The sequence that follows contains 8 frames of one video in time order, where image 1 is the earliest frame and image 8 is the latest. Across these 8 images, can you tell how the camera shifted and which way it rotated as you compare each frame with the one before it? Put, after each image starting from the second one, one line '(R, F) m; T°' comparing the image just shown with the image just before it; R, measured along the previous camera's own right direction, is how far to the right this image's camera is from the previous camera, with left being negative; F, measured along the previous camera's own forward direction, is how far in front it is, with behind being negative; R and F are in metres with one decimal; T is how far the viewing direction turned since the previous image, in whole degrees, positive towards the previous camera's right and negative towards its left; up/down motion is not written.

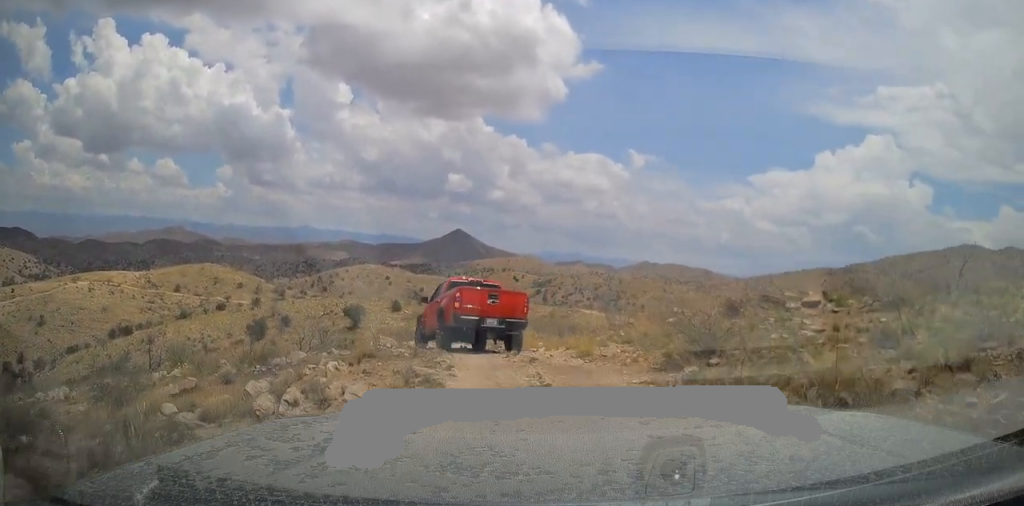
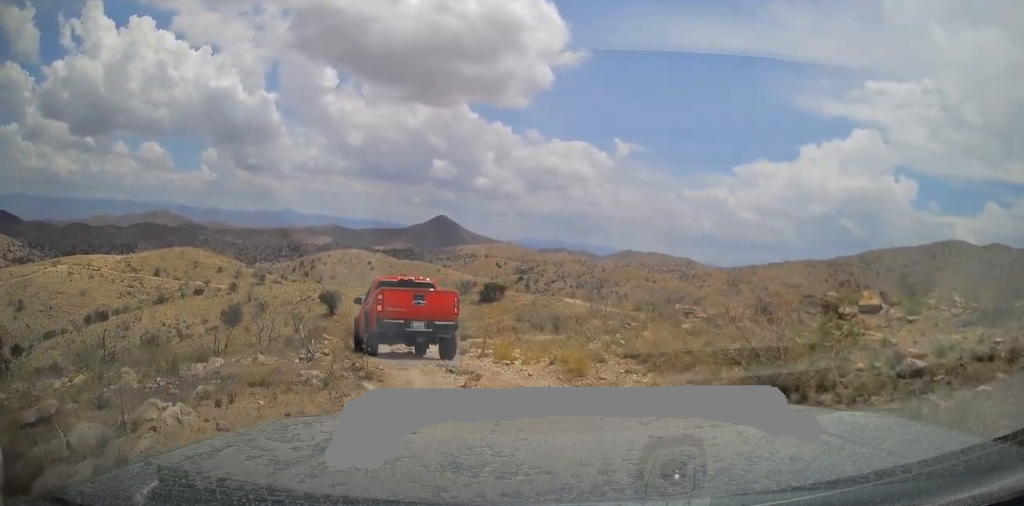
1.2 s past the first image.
(+0.2, +4.3) m; +6°
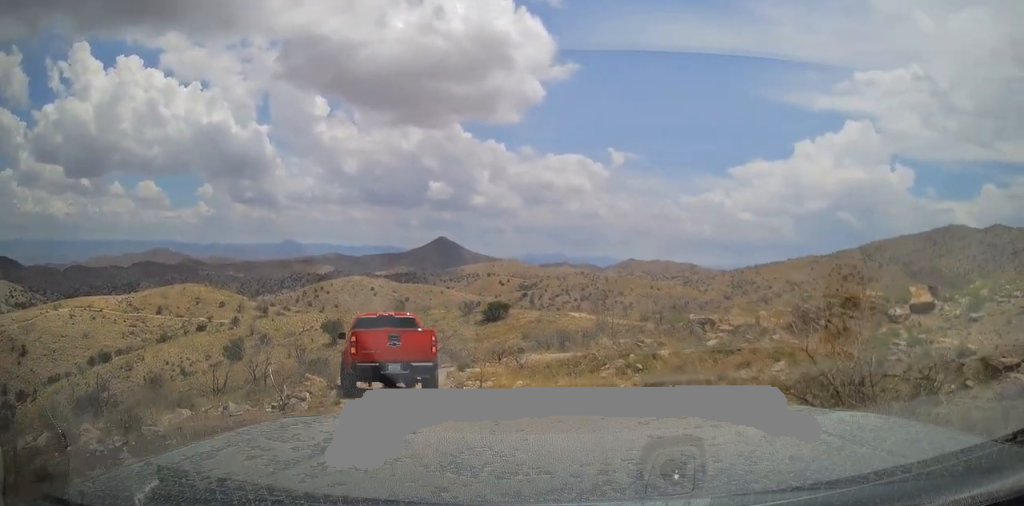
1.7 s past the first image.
(+0.1, +1.9) m; -2°
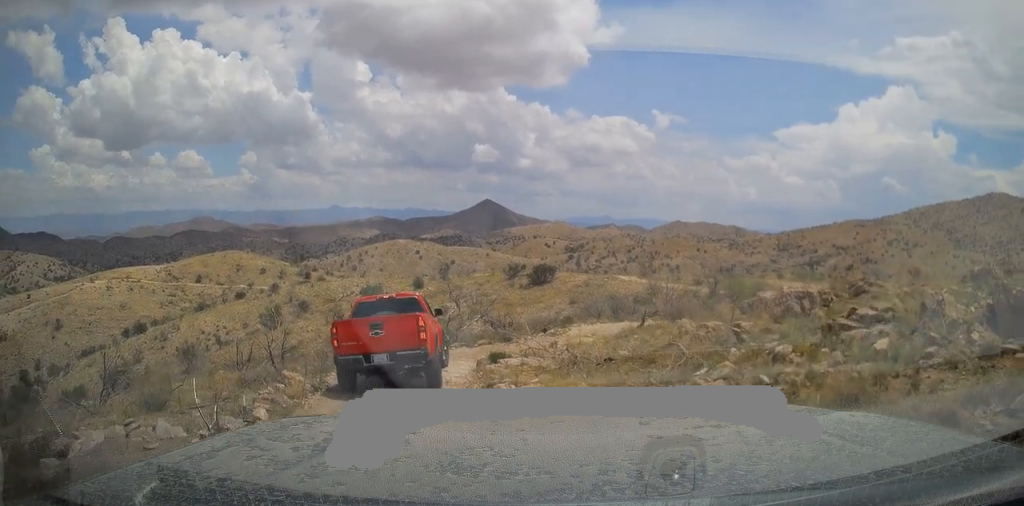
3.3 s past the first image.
(-0.3, +4.6) m; -6°
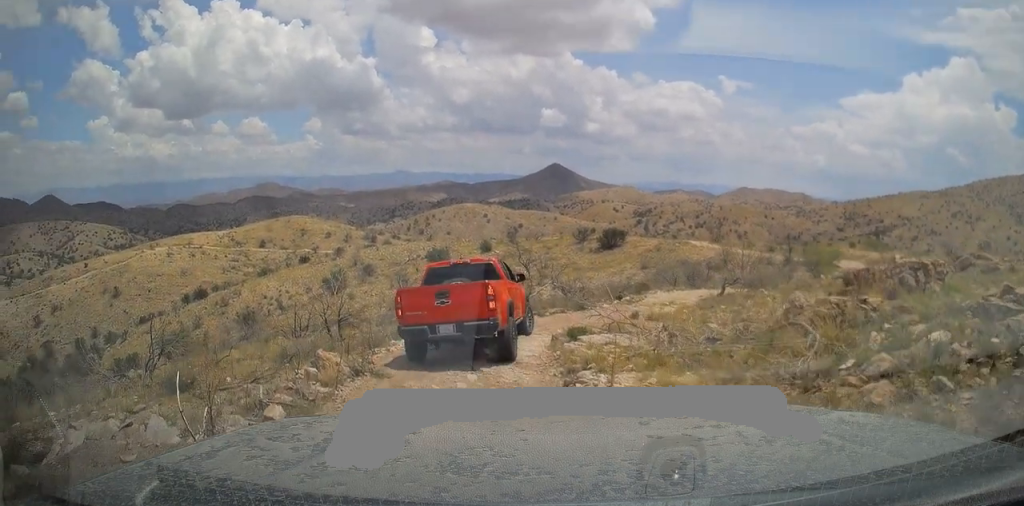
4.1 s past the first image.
(+0.2, +1.8) m; -10°
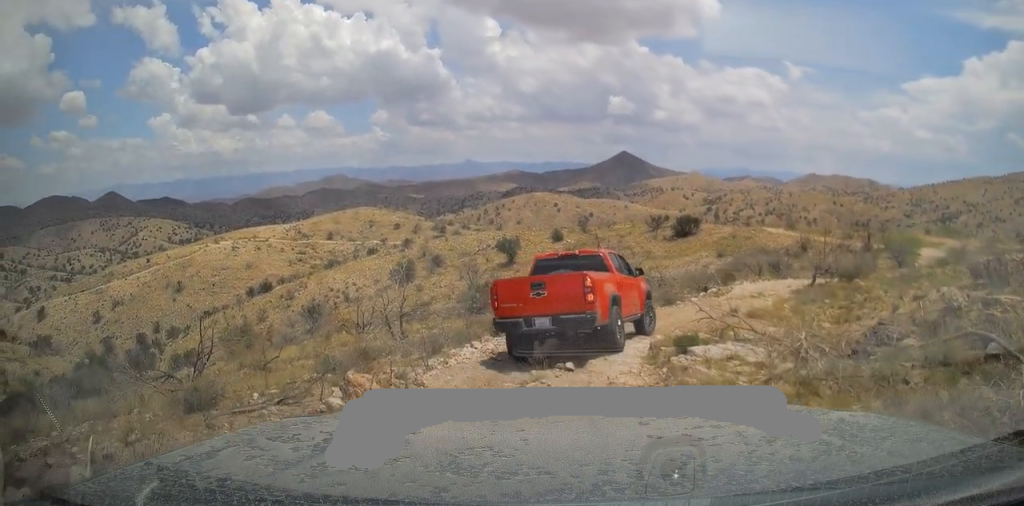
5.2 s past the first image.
(-0.6, +2.1) m; -19°
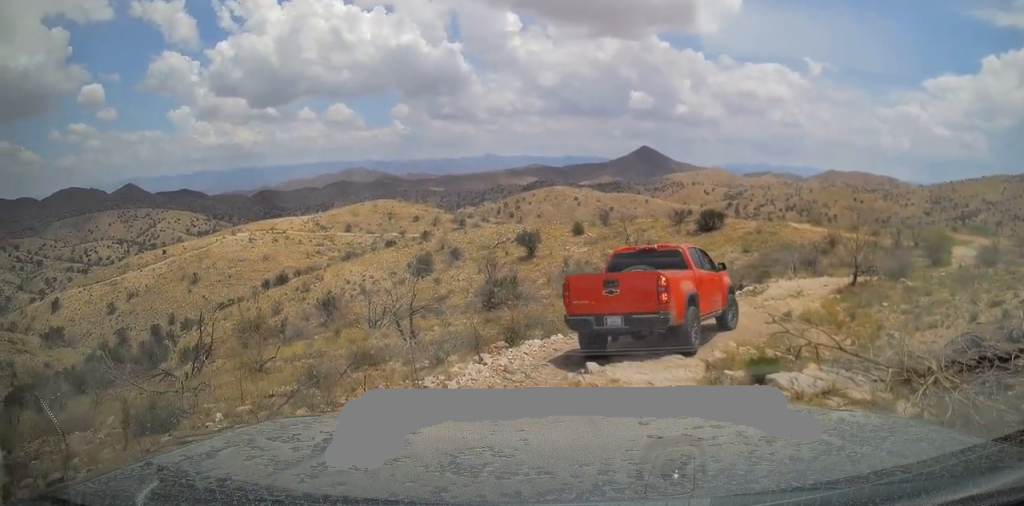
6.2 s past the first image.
(0.0, +2.1) m; +5°
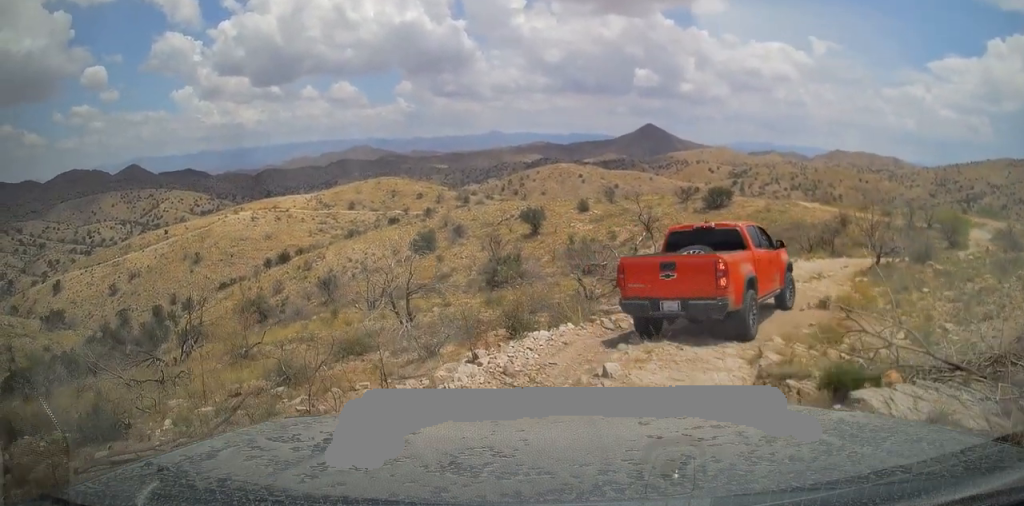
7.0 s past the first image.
(+0.1, +1.3) m; +3°
